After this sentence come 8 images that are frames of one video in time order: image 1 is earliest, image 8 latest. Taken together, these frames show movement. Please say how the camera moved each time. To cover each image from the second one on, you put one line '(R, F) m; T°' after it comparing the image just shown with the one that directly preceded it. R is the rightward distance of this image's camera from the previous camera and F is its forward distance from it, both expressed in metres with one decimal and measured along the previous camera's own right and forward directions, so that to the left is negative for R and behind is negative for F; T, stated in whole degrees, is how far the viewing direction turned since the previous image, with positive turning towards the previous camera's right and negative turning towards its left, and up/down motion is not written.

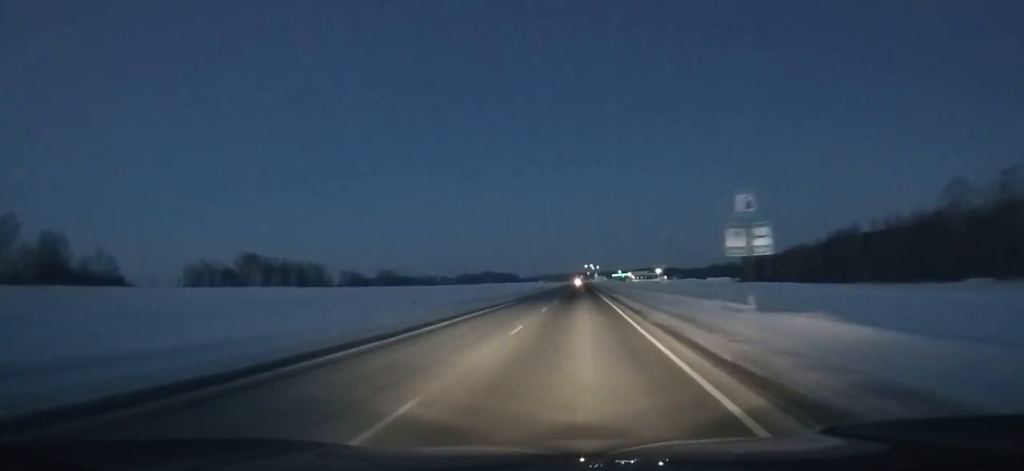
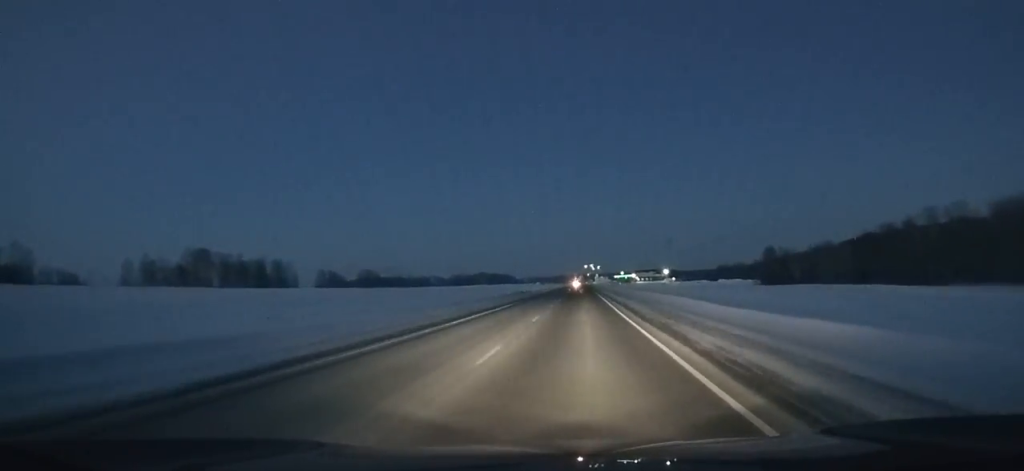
(-0.1, +40.1) m; 0°
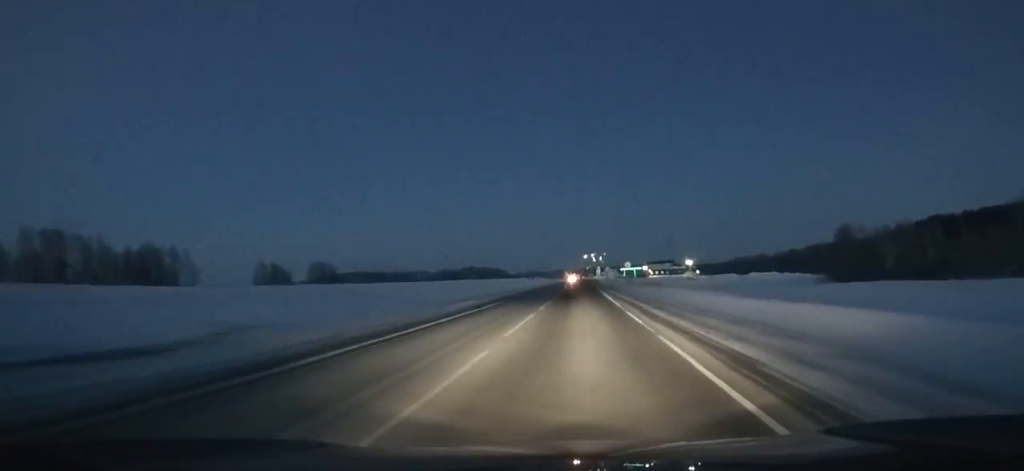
(+0.4, +84.1) m; 0°
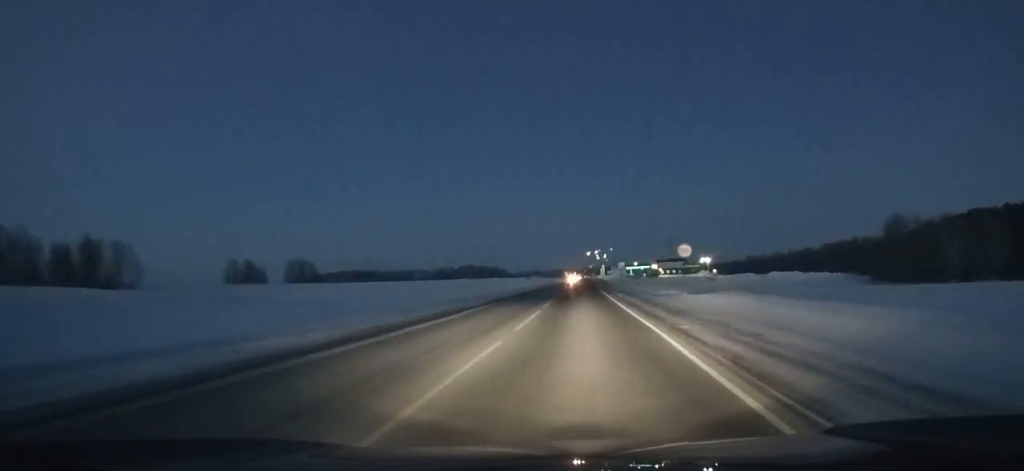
(0.0, +35.3) m; 0°
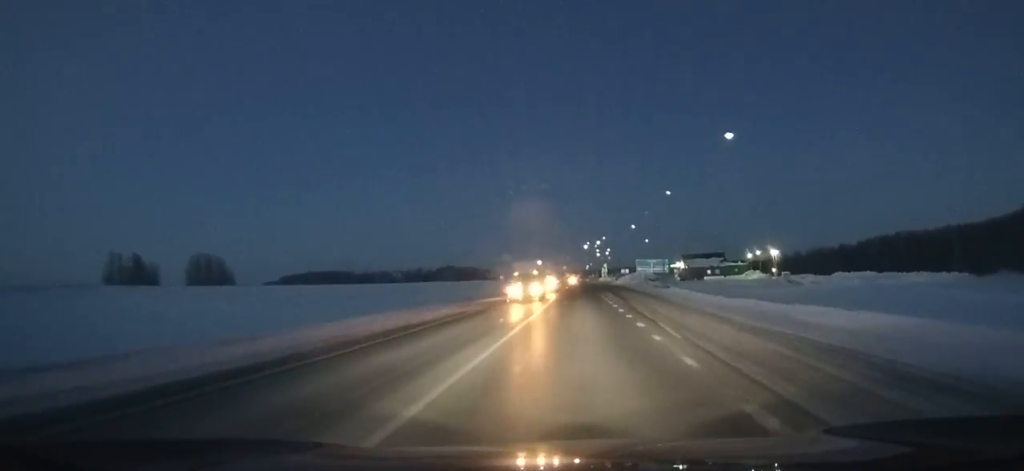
(+0.2, +93.4) m; 0°
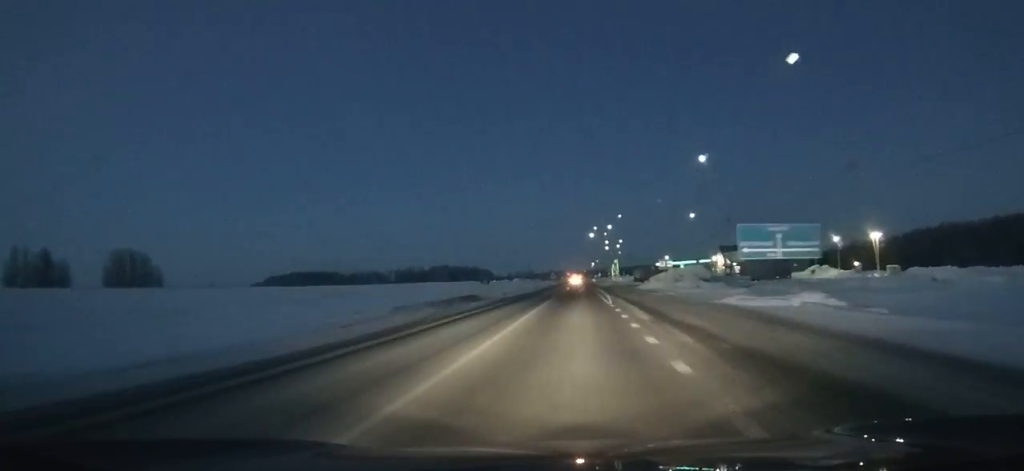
(+0.2, +56.5) m; 0°
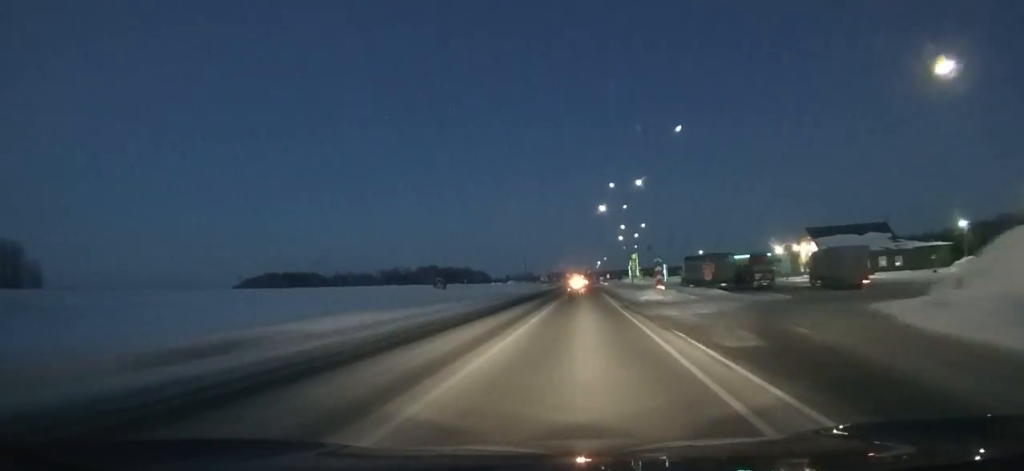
(-0.3, +65.5) m; 0°
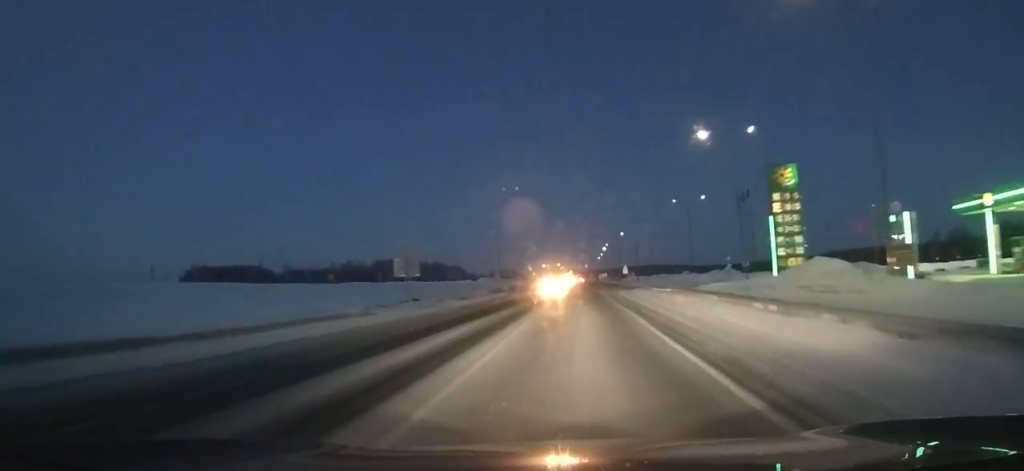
(+0.1, +112.6) m; 0°
